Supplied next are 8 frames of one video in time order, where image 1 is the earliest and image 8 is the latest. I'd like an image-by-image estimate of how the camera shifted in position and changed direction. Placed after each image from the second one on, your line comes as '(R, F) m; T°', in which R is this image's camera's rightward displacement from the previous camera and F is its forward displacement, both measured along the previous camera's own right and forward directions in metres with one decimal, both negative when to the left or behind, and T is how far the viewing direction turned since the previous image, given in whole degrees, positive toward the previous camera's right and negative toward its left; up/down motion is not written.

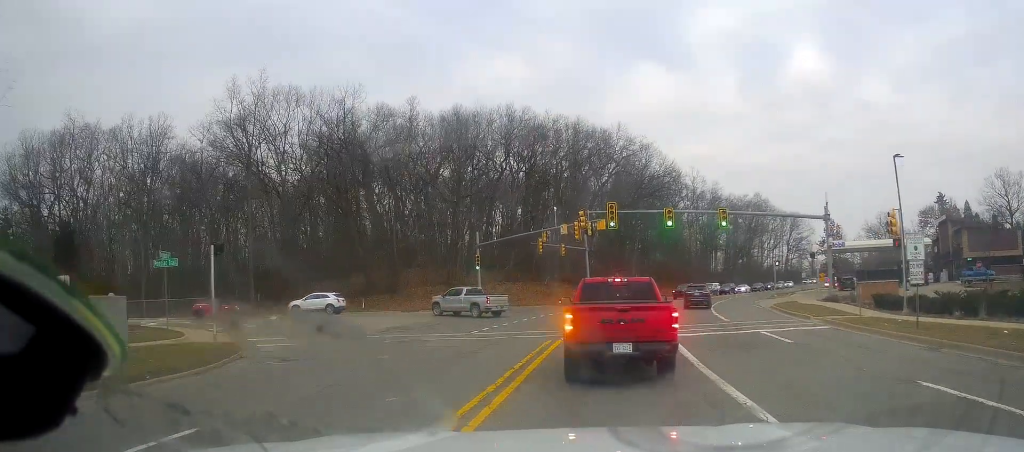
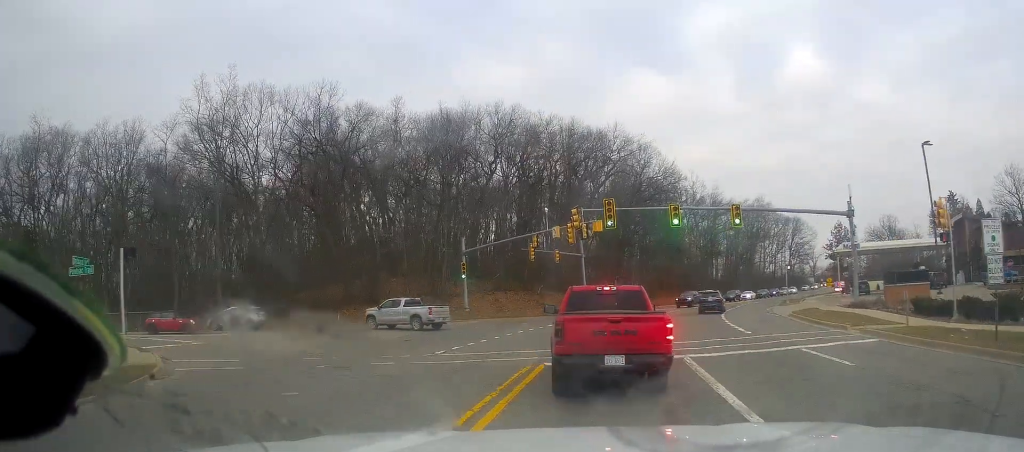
(+0.1, +5.0) m; +1°
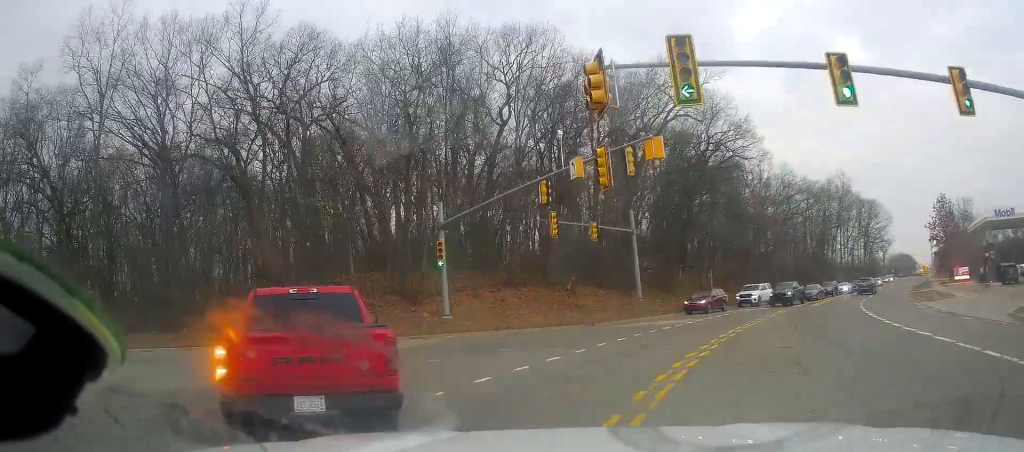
(-1.2, +20.9) m; -11°
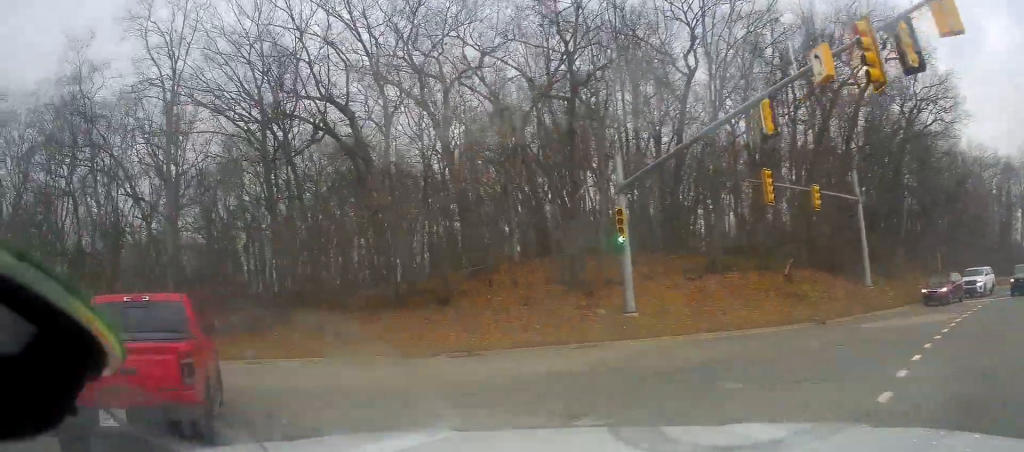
(-0.8, +10.3) m; -21°
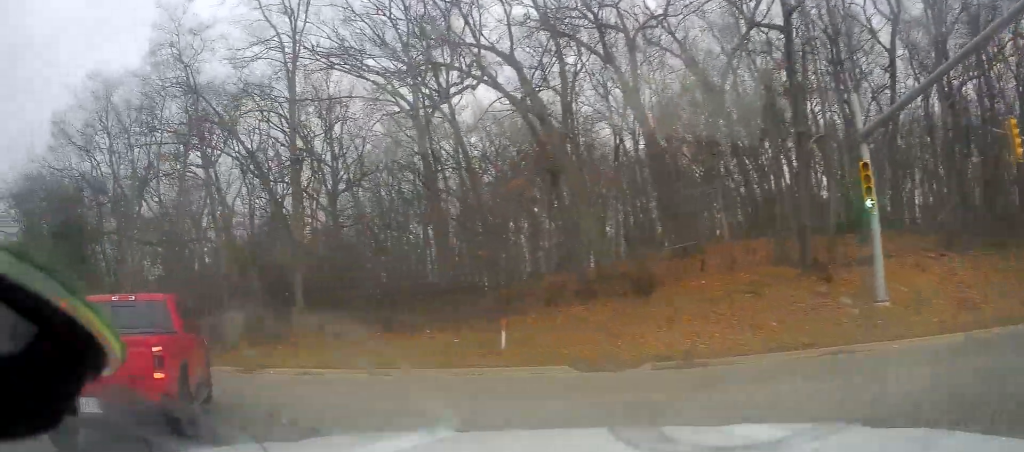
(-1.9, +6.2) m; -15°
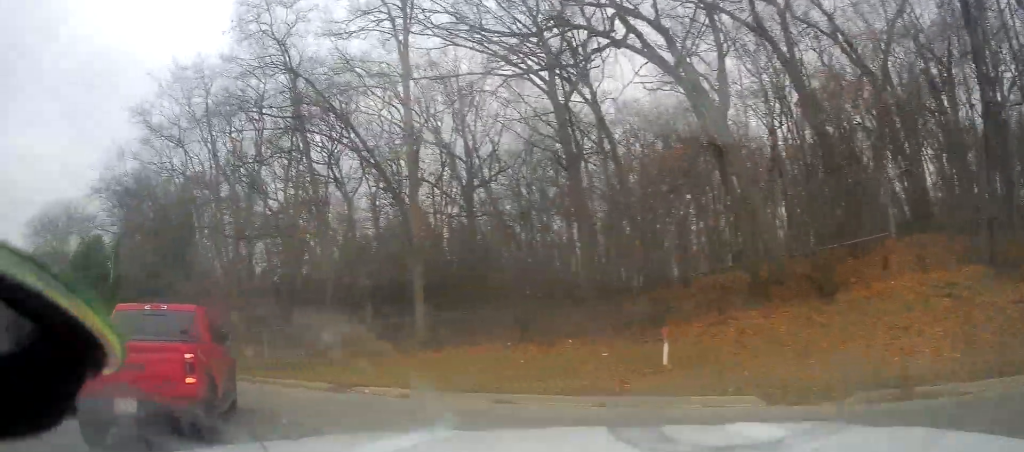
(-0.2, +4.1) m; -10°
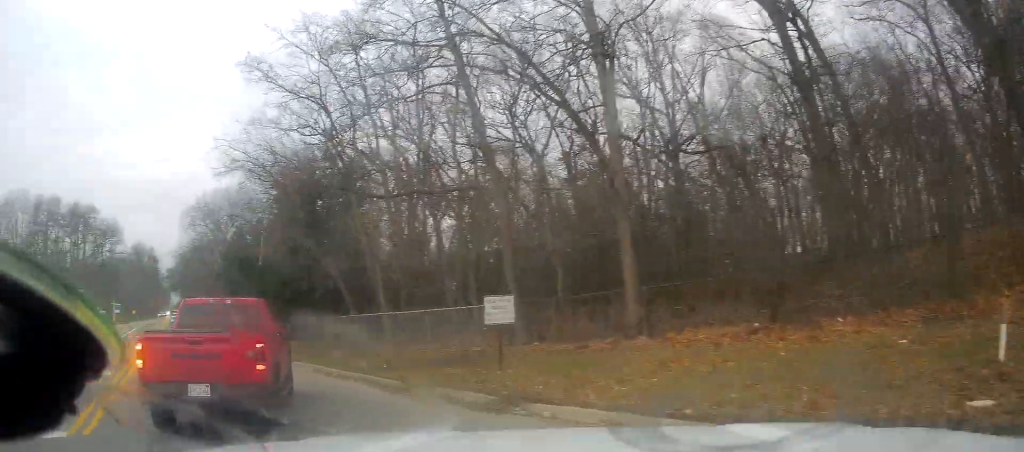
(-0.3, +5.4) m; -21°
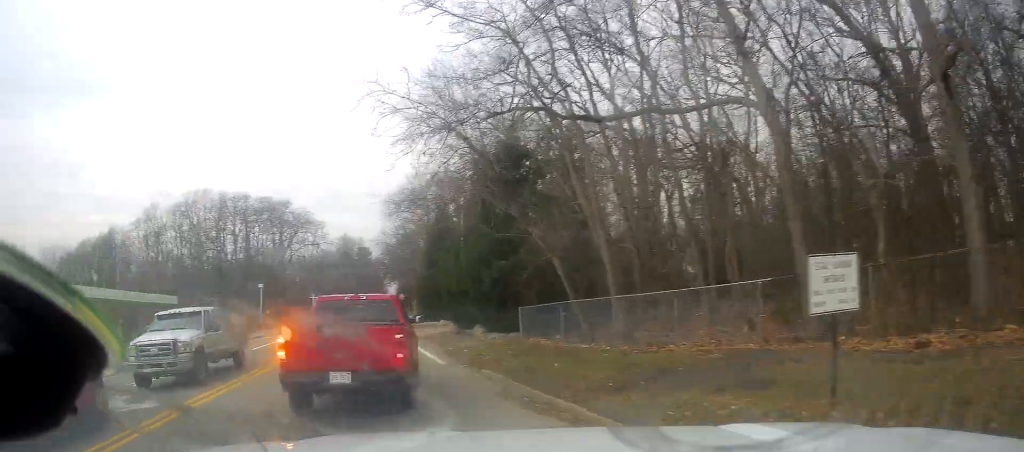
(-1.7, +5.3) m; -31°
